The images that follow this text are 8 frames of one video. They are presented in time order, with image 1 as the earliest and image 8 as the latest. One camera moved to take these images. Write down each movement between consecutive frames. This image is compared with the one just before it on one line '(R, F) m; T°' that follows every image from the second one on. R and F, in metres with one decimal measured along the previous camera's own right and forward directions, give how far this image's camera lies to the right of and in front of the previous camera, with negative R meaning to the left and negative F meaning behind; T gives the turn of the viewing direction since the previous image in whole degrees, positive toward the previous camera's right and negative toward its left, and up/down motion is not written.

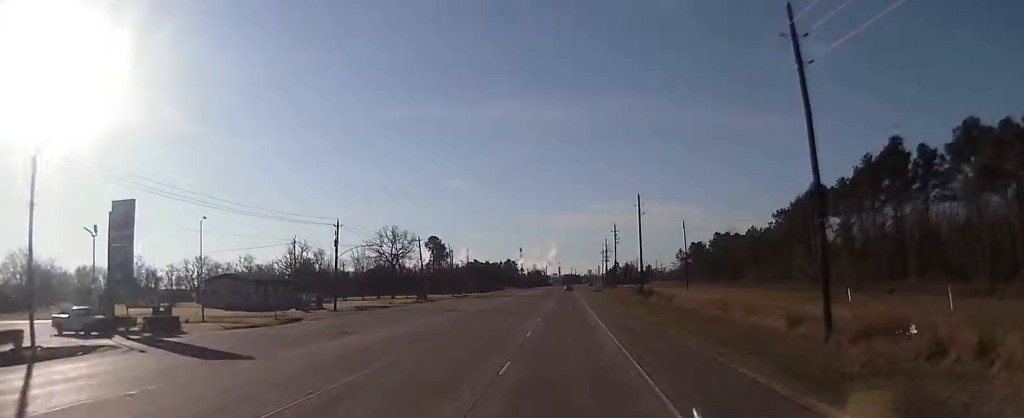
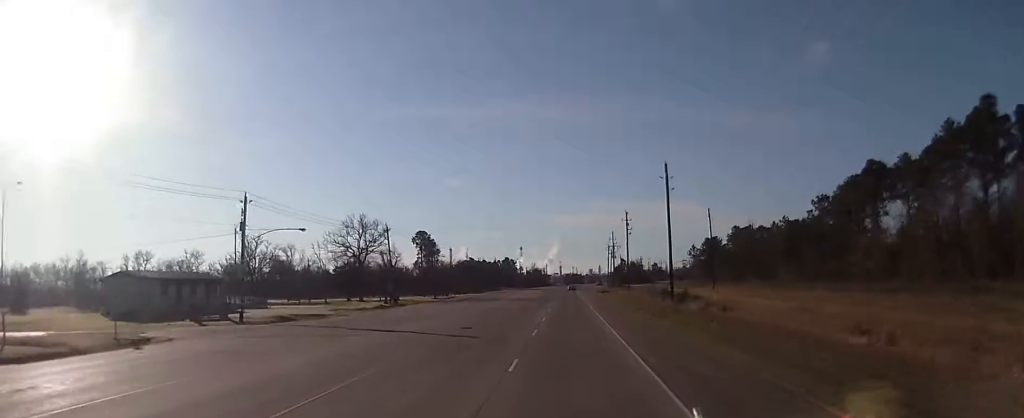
(-0.1, +24.2) m; 0°
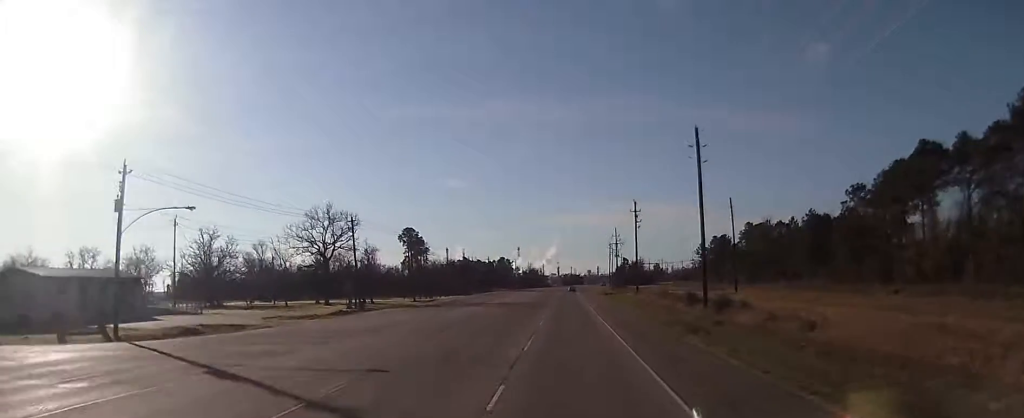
(0.0, +17.1) m; 0°
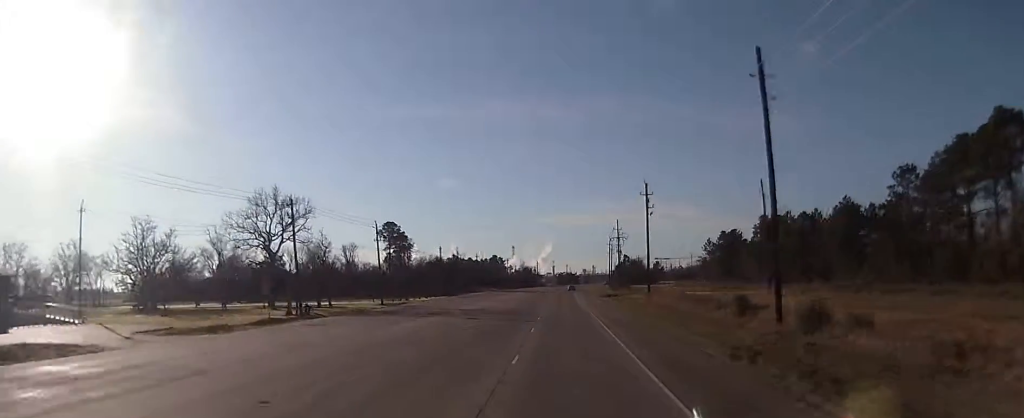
(+0.3, +18.8) m; 0°
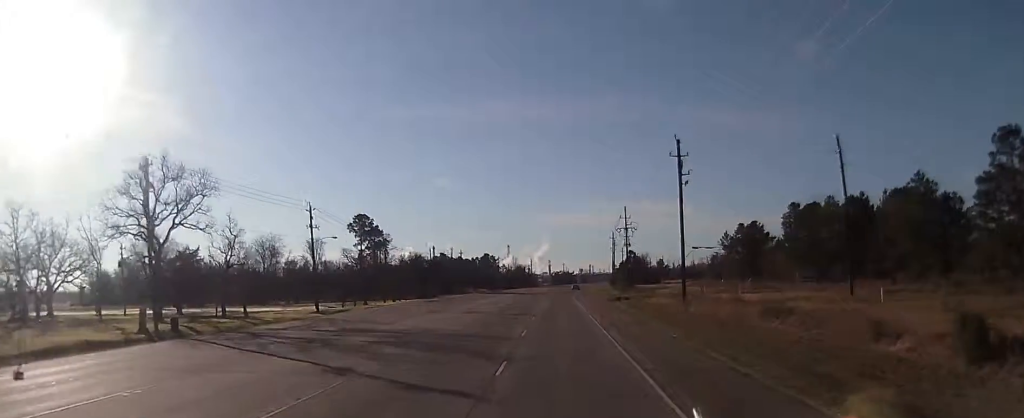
(-0.4, +26.0) m; -1°
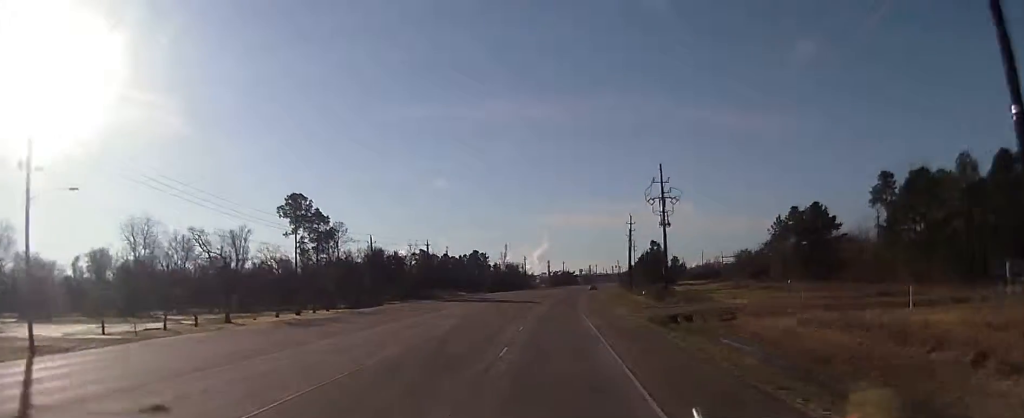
(+0.6, +44.8) m; +2°
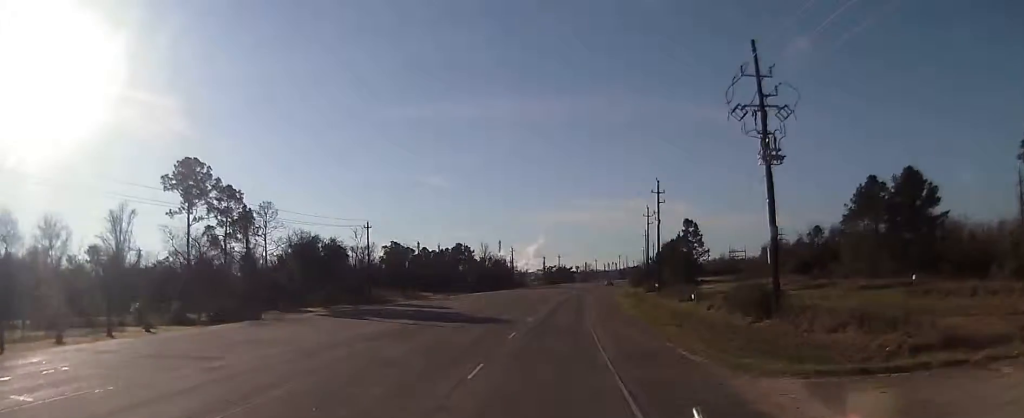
(+0.3, +40.3) m; 0°
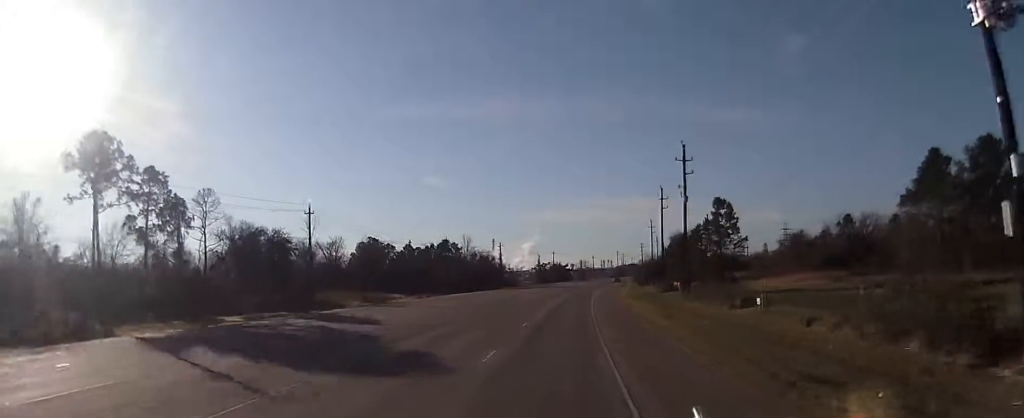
(0.0, +21.6) m; 0°
